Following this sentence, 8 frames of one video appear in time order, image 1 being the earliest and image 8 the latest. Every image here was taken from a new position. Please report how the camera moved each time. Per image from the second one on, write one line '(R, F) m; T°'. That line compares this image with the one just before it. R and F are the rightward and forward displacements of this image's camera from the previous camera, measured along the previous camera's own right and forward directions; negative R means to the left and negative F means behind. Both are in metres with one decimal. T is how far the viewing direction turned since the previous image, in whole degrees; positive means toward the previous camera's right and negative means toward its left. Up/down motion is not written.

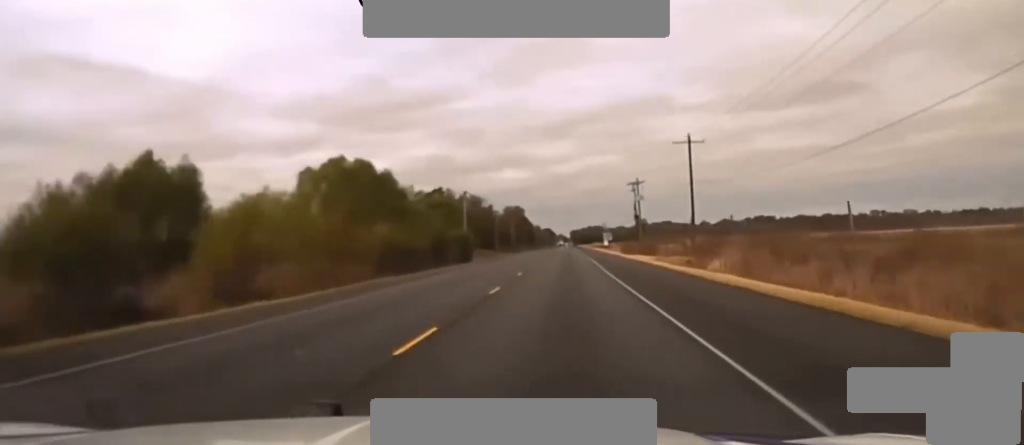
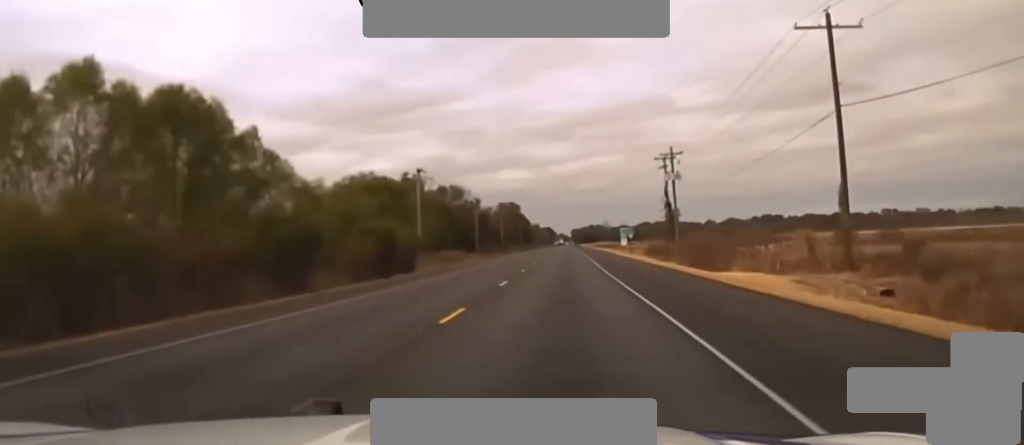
(-0.1, +48.2) m; 0°
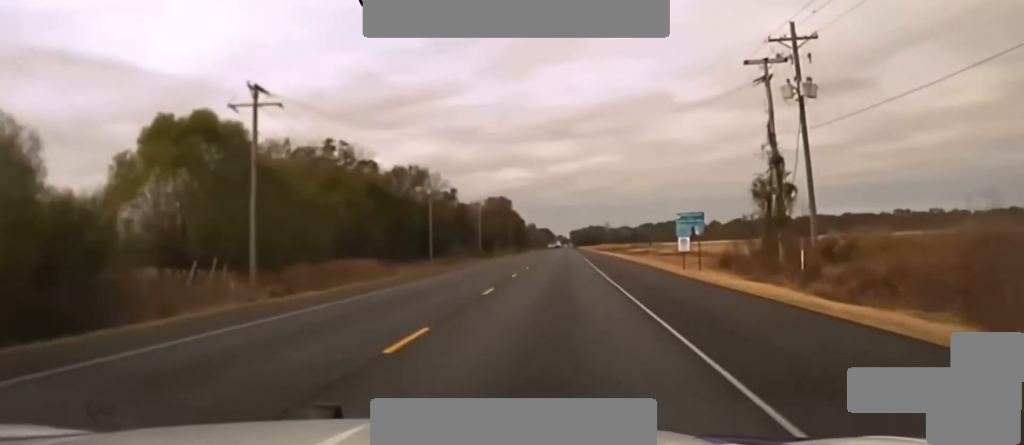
(+0.2, +55.1) m; 0°
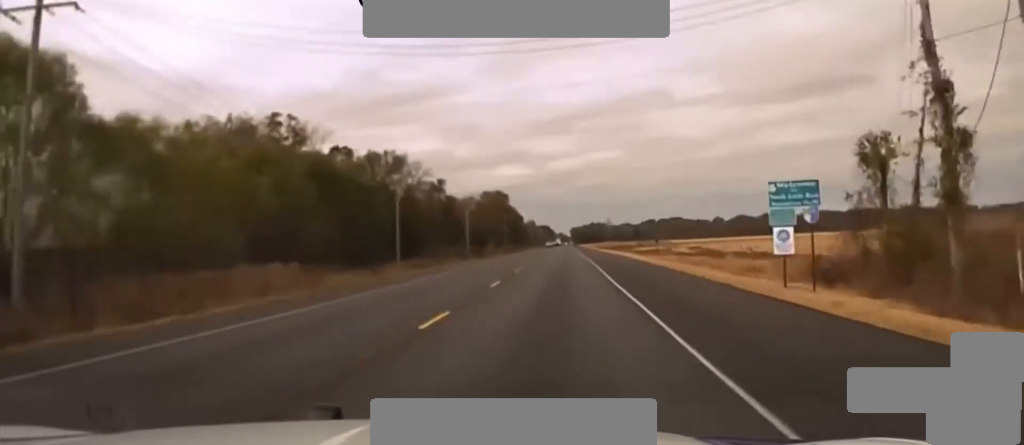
(+0.1, +24.8) m; 0°
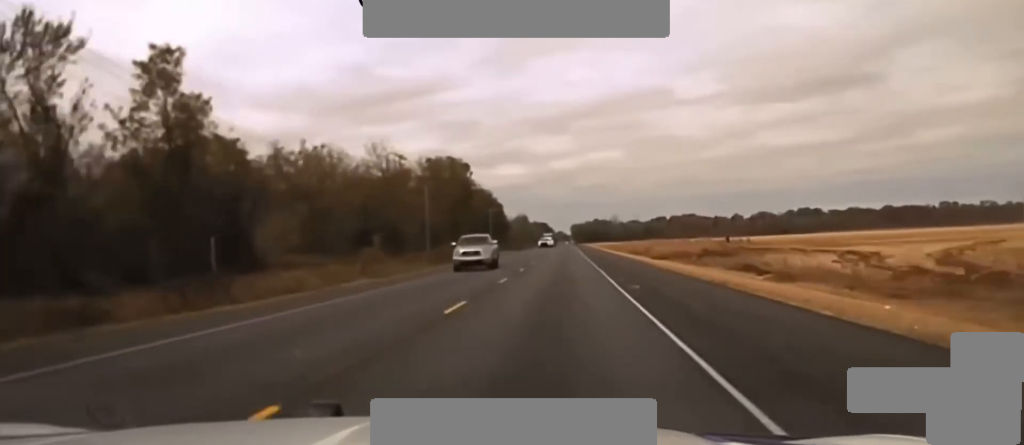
(-0.9, +121.0) m; -1°
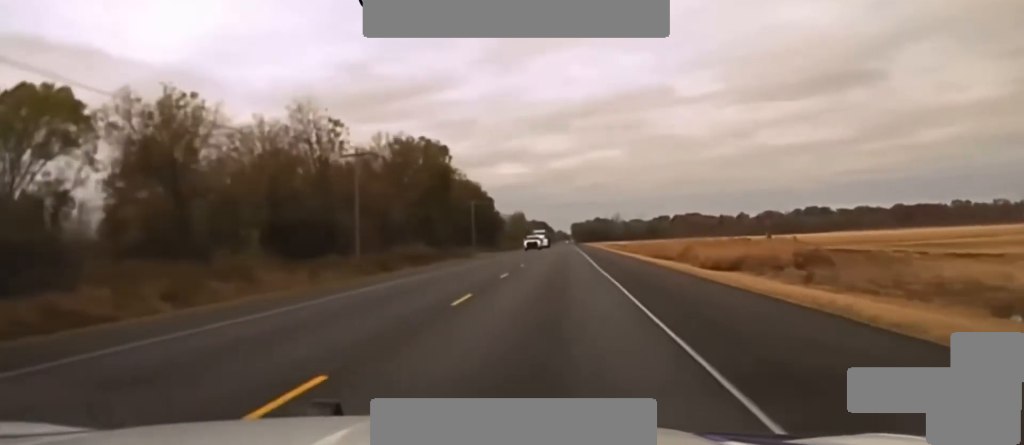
(0.0, +34.2) m; 0°
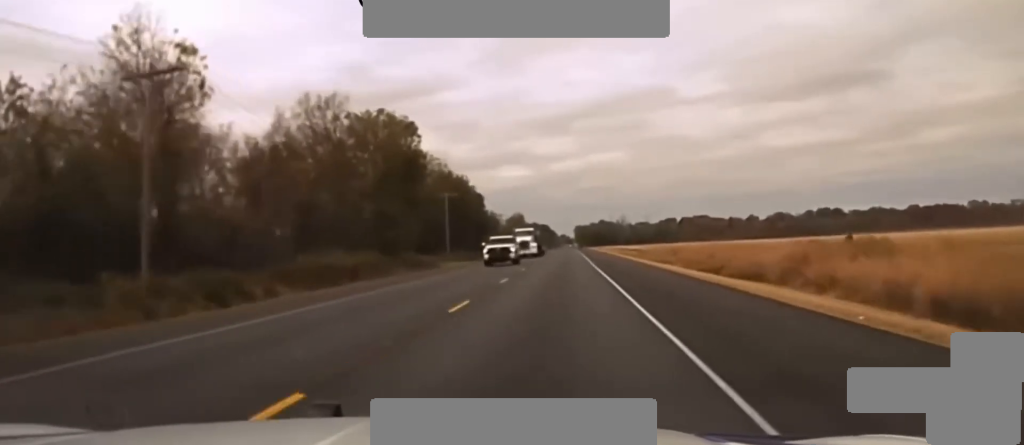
(+0.4, +36.8) m; -1°
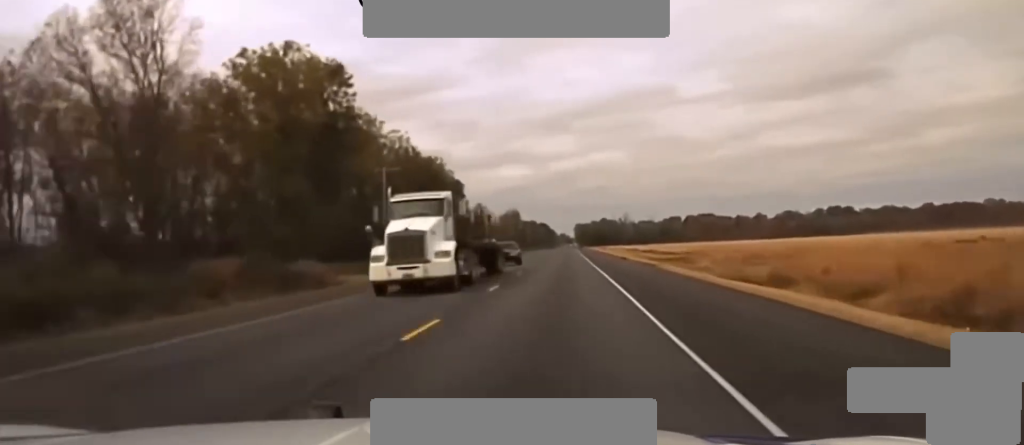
(-1.3, +42.1) m; +2°
